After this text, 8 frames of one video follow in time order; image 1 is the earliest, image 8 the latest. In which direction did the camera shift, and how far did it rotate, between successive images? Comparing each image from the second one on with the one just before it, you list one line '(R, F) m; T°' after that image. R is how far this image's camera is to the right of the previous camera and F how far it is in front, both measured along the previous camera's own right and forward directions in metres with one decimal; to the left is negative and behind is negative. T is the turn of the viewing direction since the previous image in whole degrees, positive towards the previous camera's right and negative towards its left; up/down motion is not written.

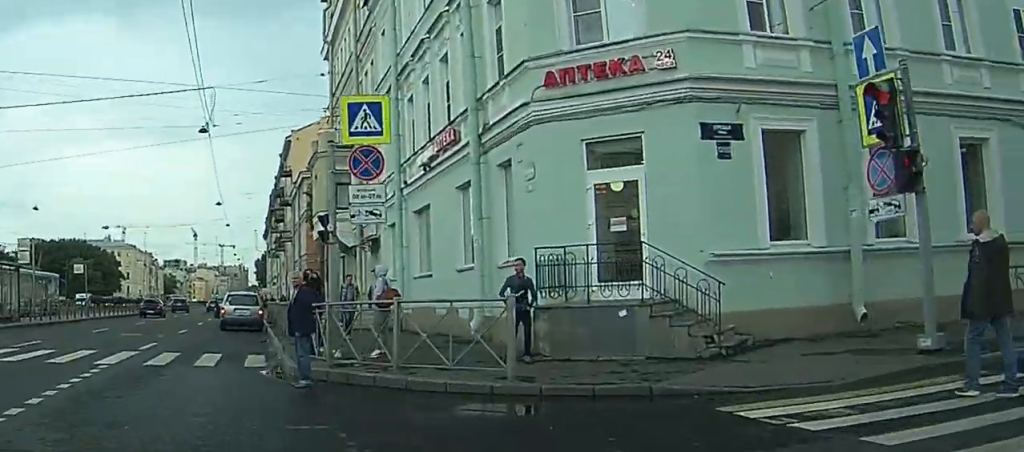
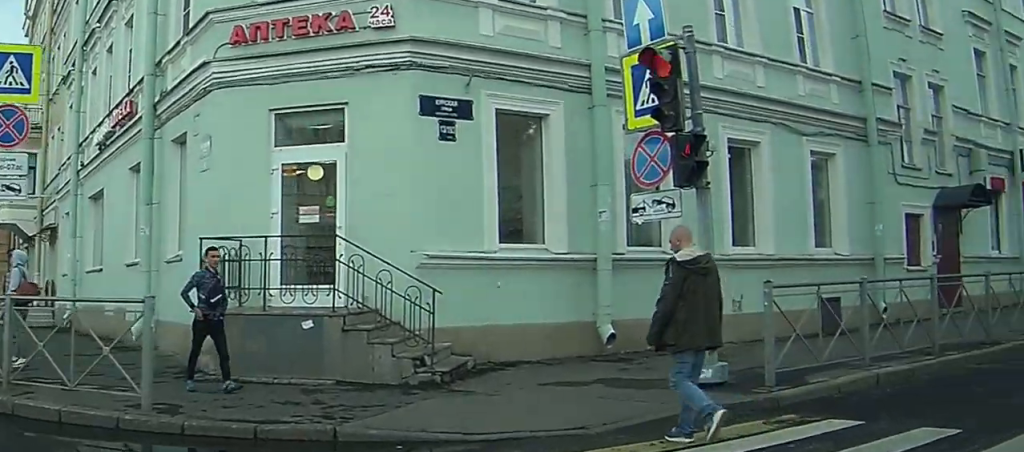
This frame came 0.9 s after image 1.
(+0.2, +5.2) m; +19°
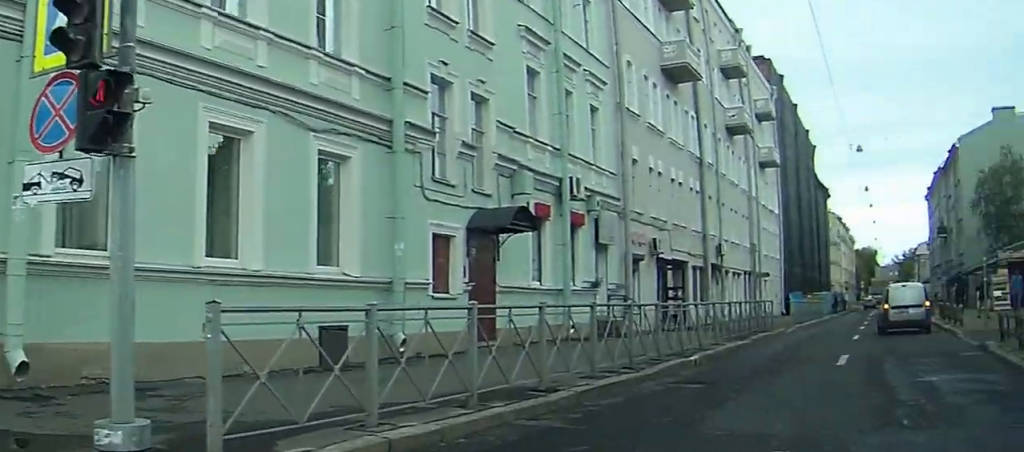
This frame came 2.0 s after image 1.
(+1.9, +3.9) m; +40°
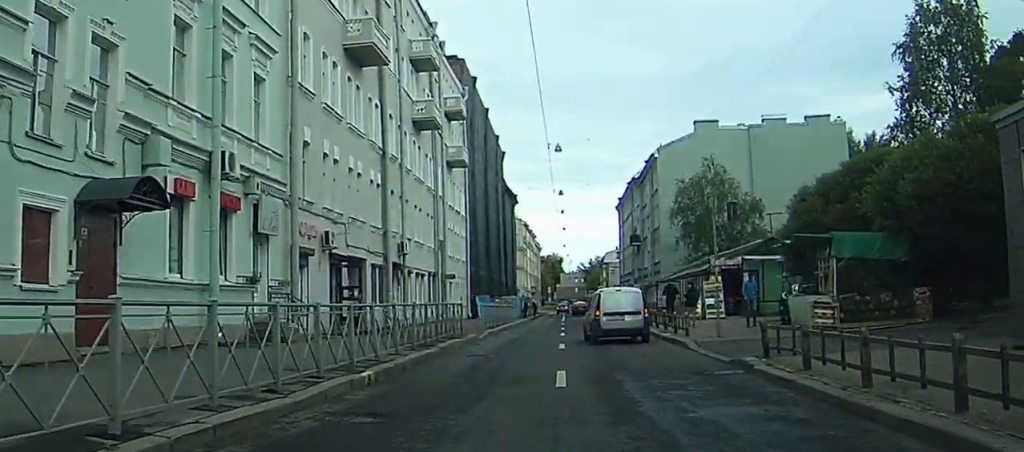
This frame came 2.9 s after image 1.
(+0.6, +3.7) m; +17°
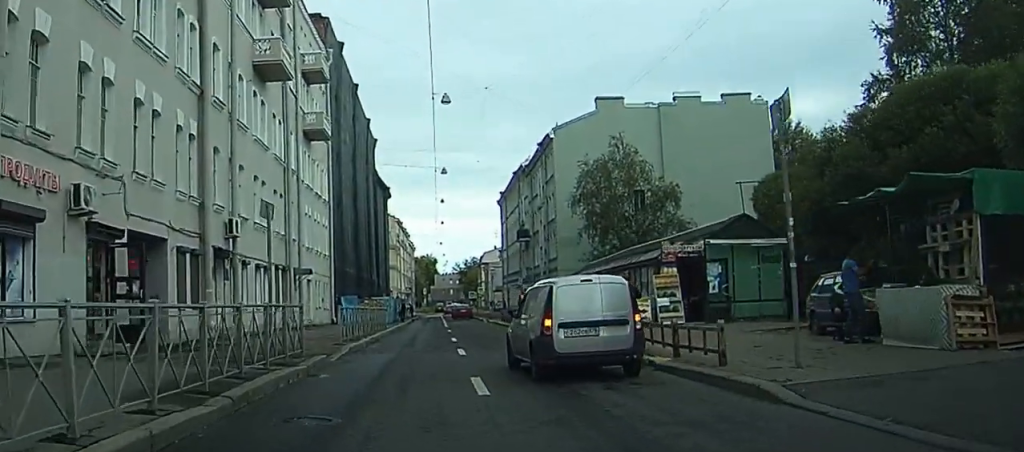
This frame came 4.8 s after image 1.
(+1.4, +9.3) m; +8°
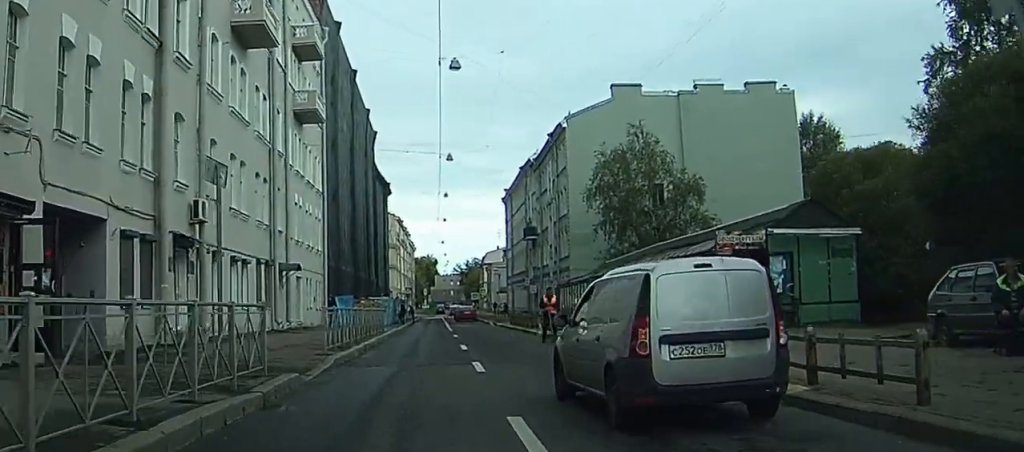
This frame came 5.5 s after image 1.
(0.0, +4.4) m; -4°
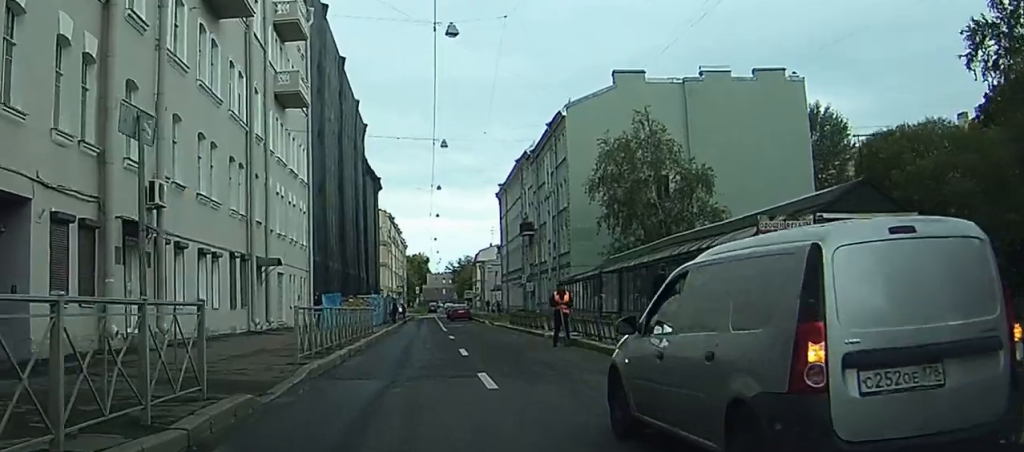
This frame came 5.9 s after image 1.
(+0.2, +3.0) m; -3°
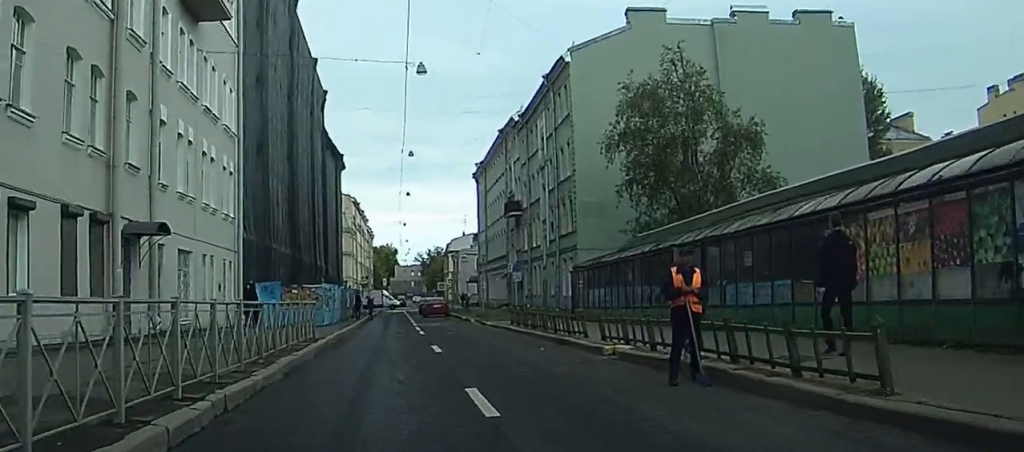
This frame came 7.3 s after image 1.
(+0.5, +11.9) m; +12°
